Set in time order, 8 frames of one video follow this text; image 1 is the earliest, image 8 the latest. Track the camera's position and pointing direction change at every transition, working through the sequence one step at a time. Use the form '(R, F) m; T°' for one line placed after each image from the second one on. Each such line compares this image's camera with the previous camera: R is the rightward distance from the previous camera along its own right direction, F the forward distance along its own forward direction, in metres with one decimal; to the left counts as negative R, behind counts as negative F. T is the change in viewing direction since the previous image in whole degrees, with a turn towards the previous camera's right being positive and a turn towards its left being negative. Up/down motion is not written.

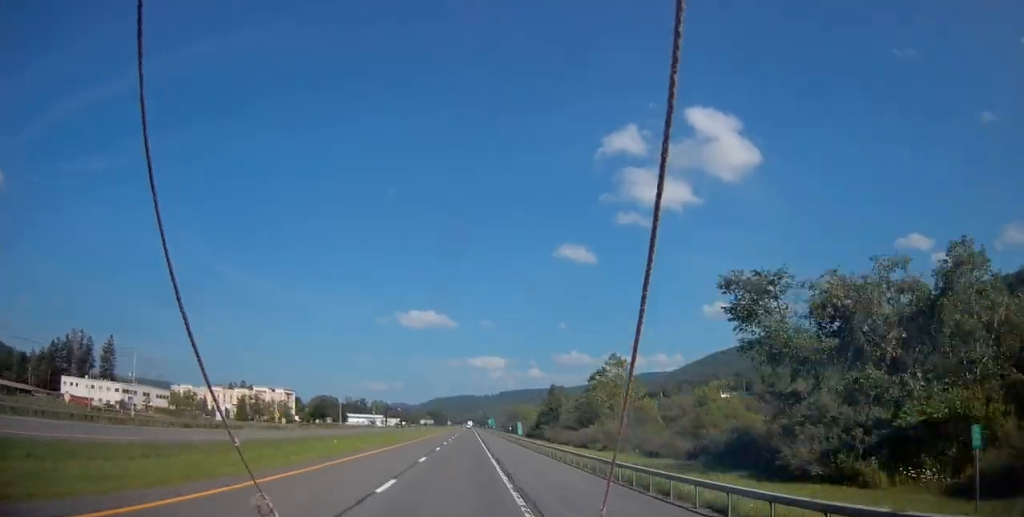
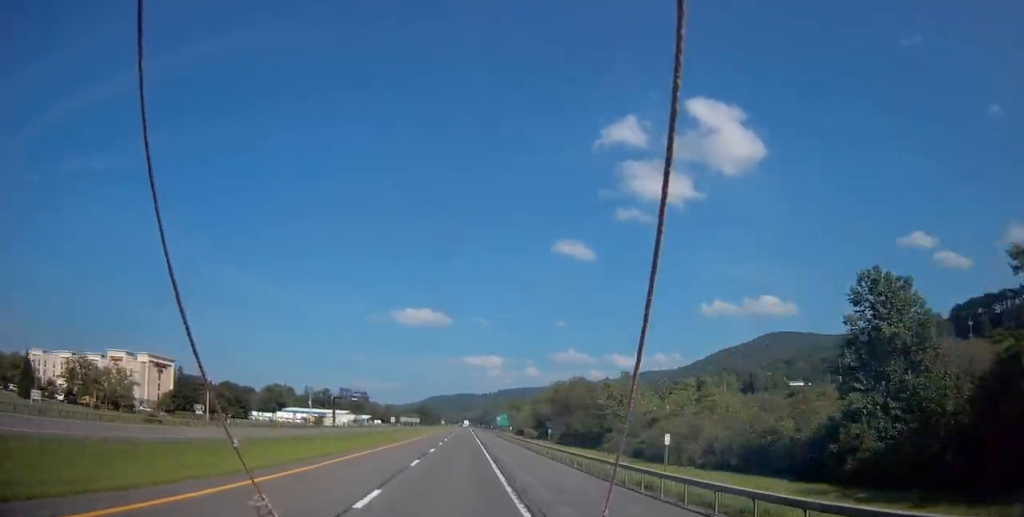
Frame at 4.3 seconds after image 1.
(0.0, +125.5) m; 0°
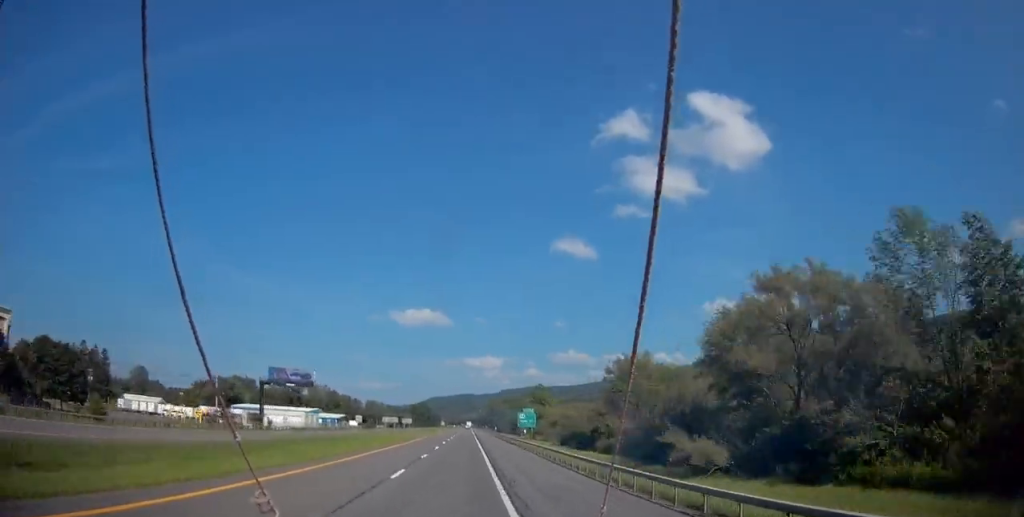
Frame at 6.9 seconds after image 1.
(+0.2, +78.4) m; 0°
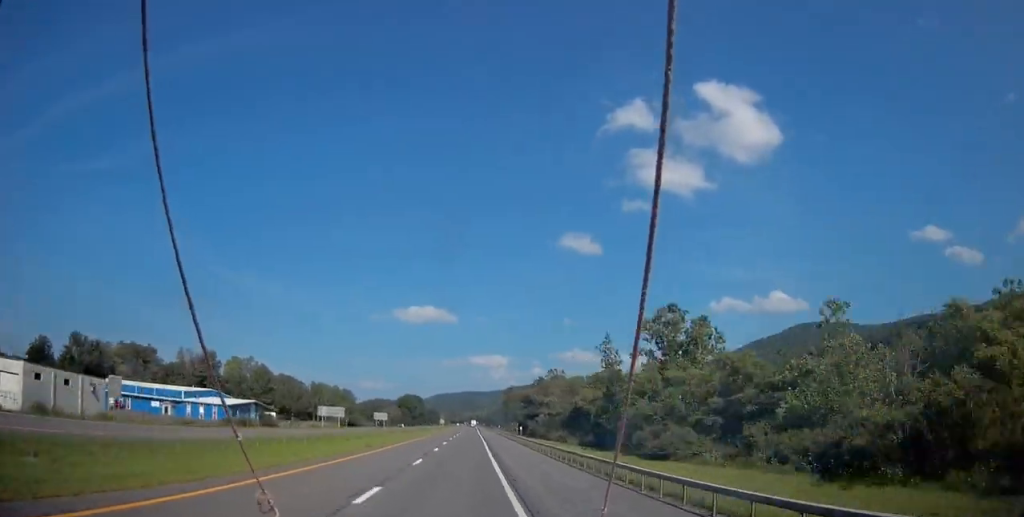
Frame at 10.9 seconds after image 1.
(+0.1, +117.5) m; 0°
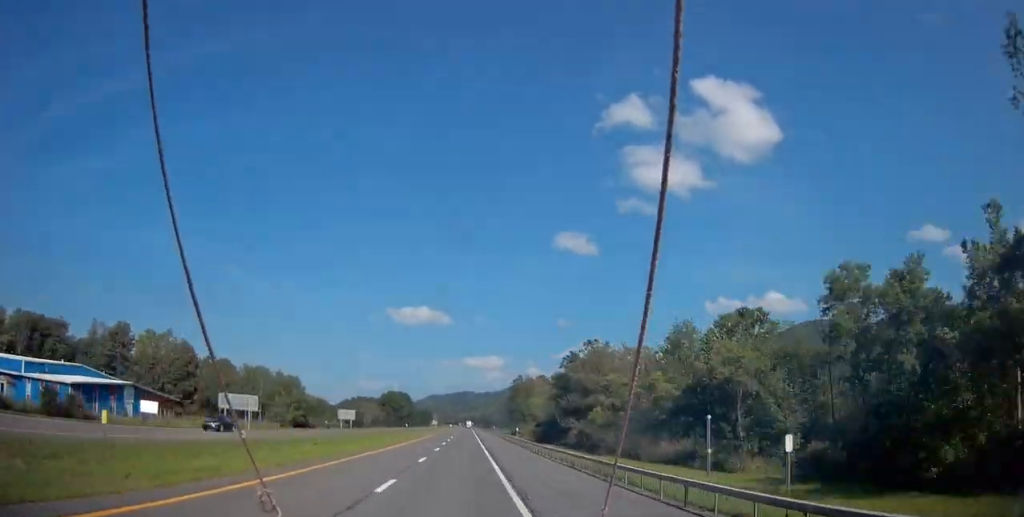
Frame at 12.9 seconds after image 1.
(-0.1, +58.7) m; 0°
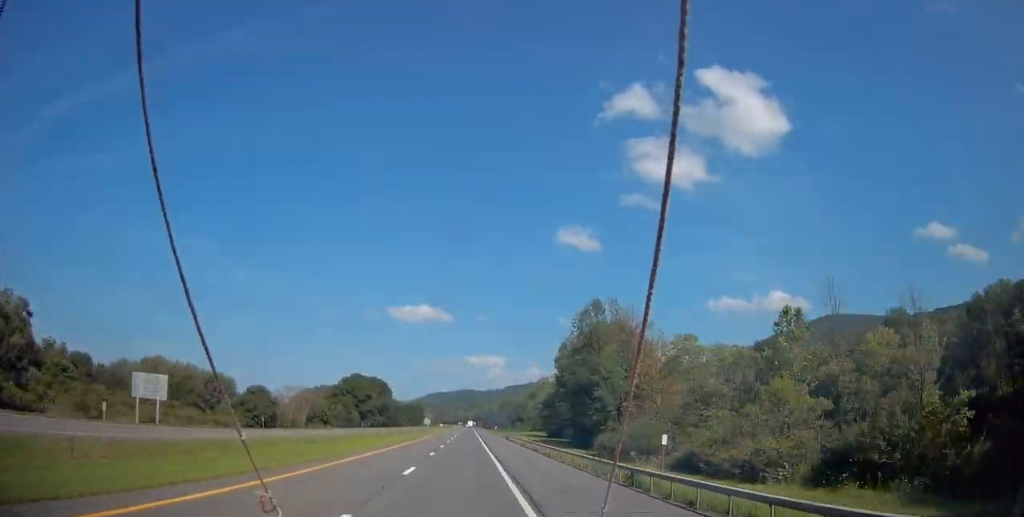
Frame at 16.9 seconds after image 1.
(-0.1, +117.5) m; 0°
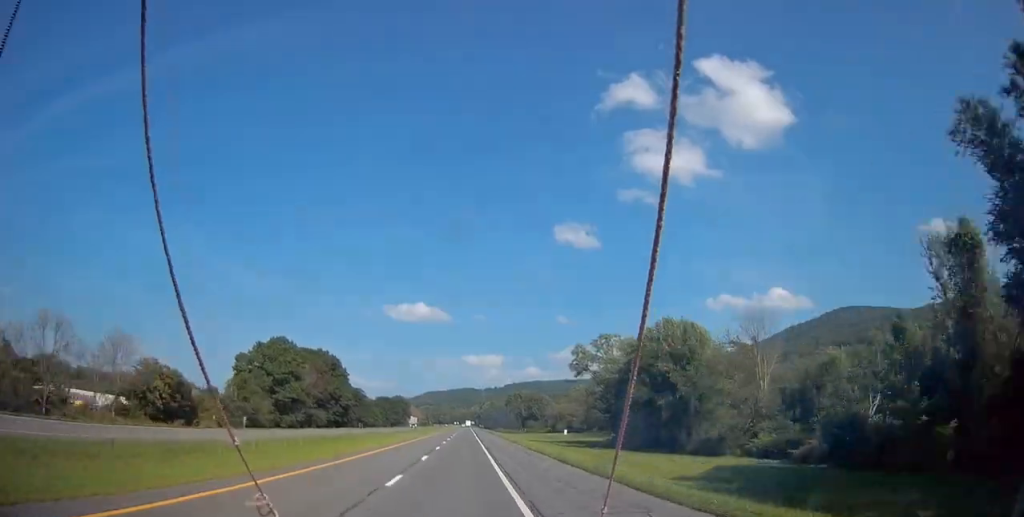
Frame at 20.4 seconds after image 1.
(+0.3, +101.7) m; 0°
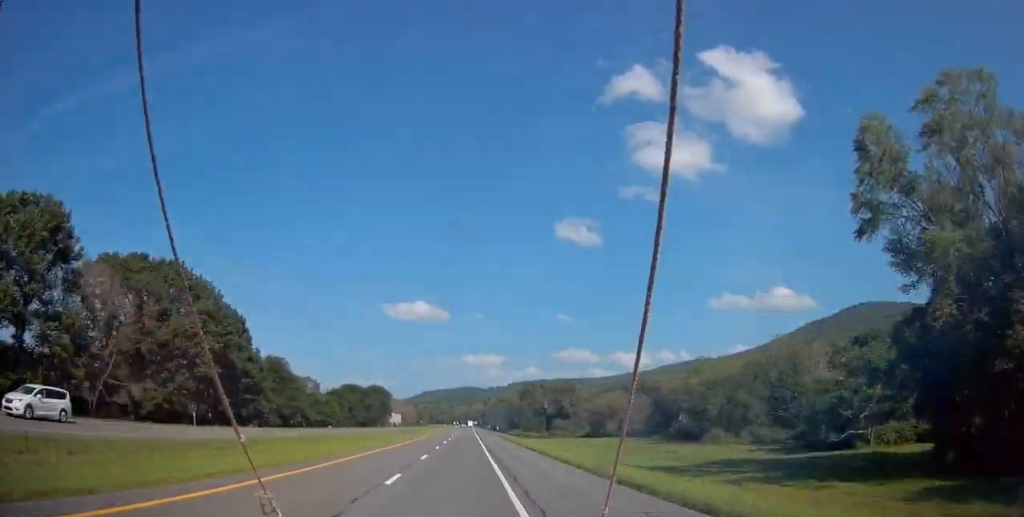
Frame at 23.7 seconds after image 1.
(+0.1, +98.0) m; -1°
